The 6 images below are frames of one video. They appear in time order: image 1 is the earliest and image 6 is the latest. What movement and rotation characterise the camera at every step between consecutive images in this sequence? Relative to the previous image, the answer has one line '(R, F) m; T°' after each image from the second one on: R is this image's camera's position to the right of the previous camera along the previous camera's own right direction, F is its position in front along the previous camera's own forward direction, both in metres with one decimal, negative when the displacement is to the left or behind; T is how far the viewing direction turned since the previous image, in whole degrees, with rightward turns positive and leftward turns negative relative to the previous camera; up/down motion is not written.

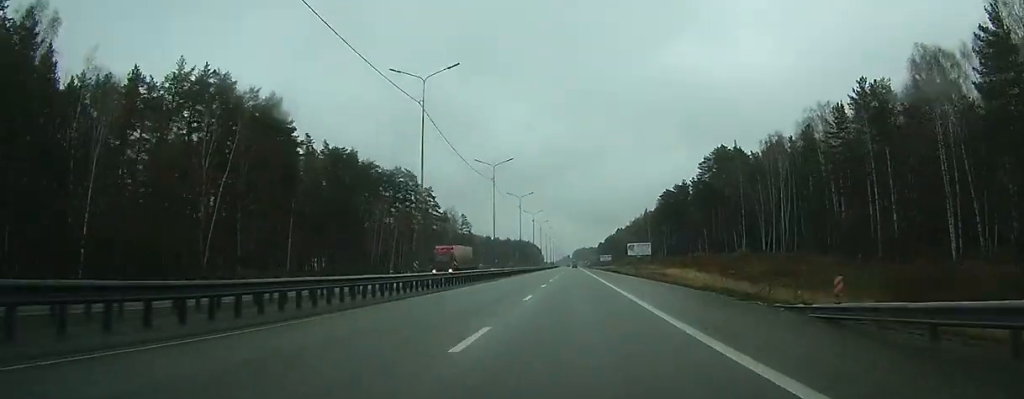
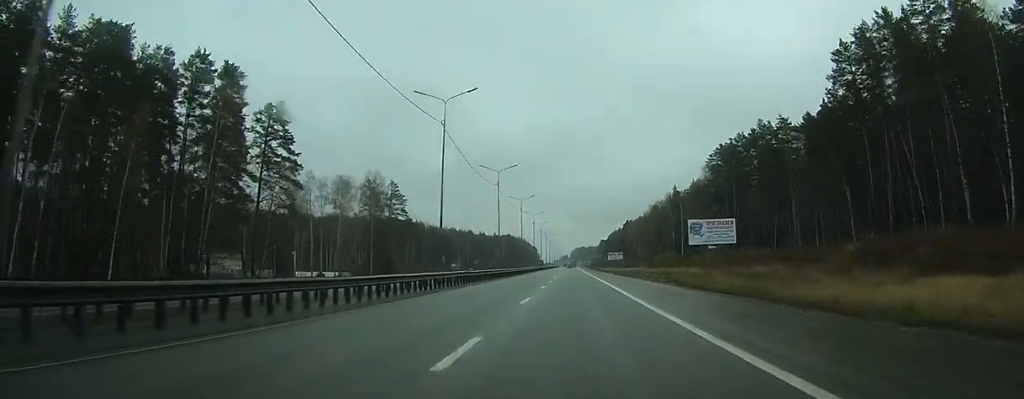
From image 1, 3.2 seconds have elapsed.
(+0.2, +85.0) m; 0°
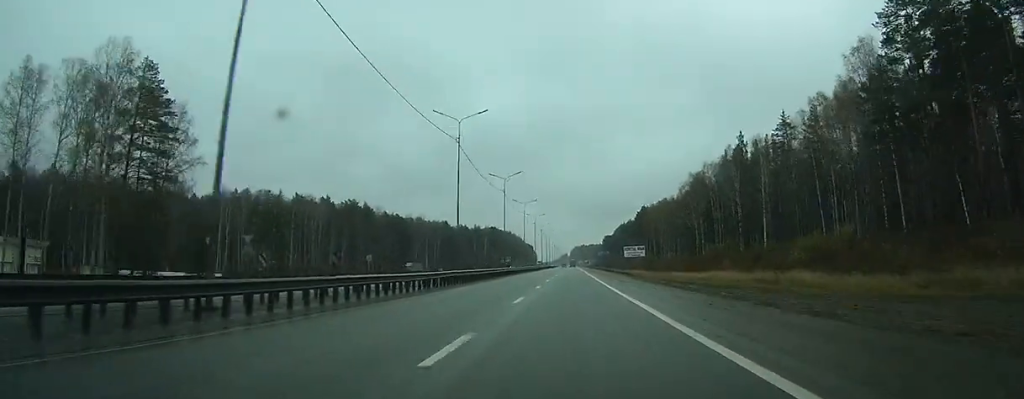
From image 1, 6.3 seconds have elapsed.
(+0.4, +82.7) m; 0°
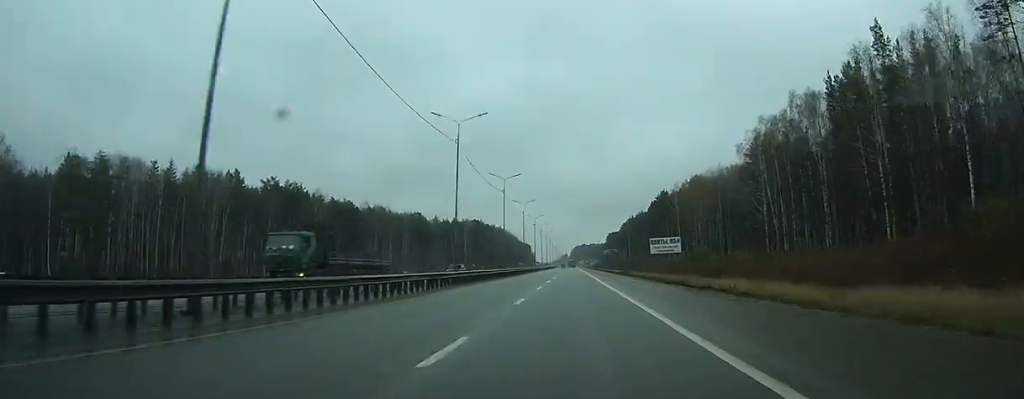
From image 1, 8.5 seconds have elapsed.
(-0.1, +60.0) m; 0°
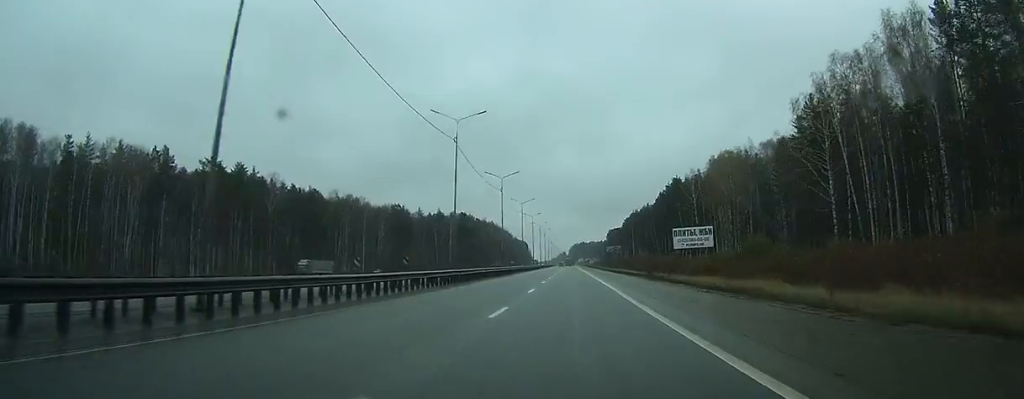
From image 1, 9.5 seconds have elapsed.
(0.0, +29.2) m; 0°
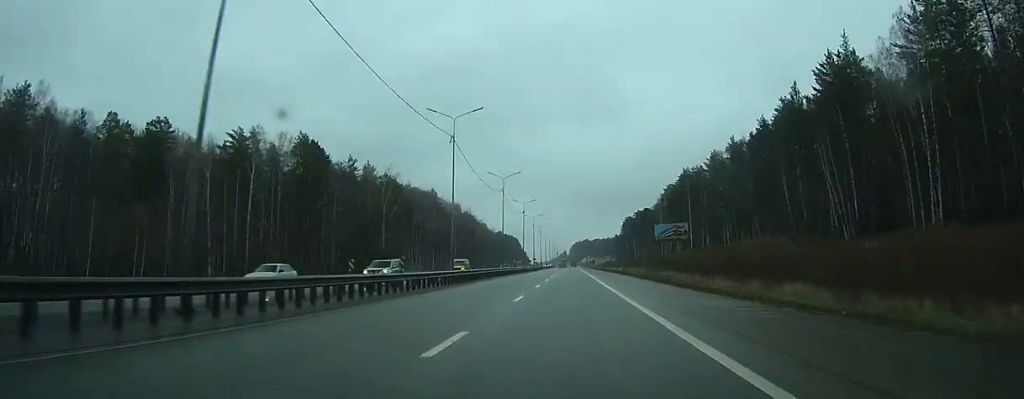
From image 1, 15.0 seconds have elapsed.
(0.0, +150.0) m; 0°
